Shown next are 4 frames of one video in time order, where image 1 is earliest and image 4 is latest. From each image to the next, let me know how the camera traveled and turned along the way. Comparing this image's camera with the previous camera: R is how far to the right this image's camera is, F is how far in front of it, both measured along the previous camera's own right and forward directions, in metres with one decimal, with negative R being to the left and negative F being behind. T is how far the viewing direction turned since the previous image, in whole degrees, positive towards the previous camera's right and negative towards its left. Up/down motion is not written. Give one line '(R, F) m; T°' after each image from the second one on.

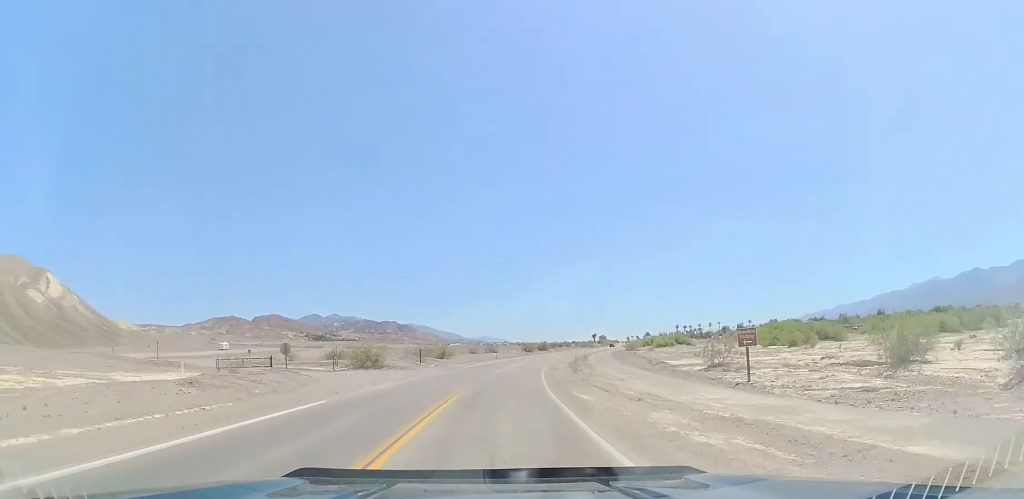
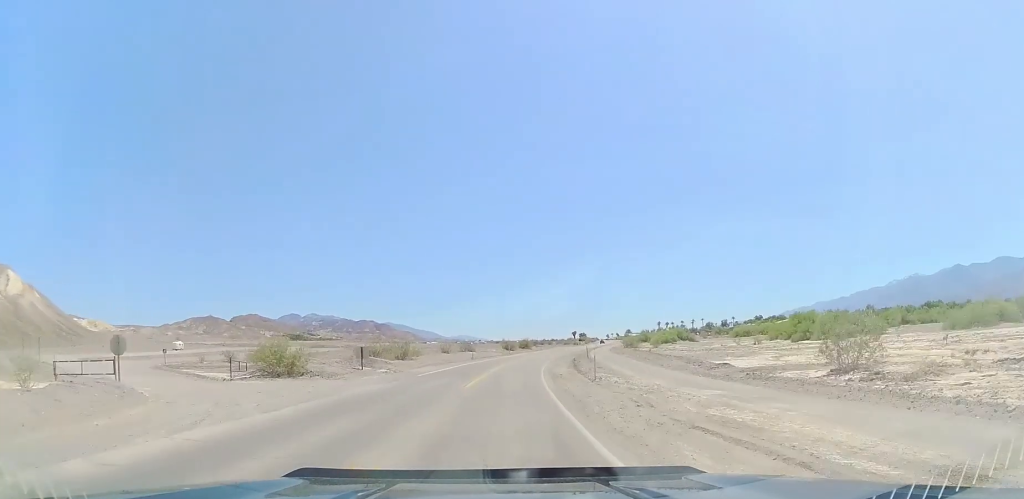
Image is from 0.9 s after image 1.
(+0.1, +15.8) m; 0°
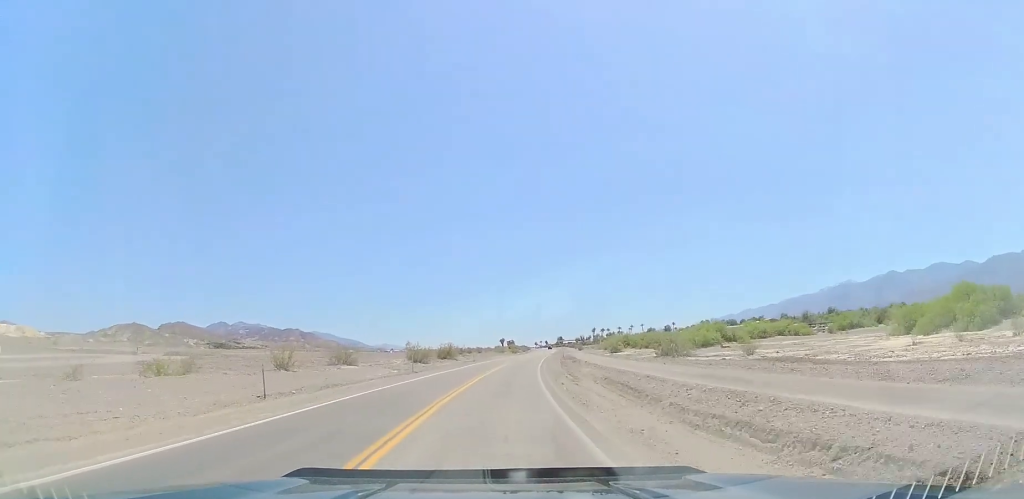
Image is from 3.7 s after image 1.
(+1.4, +50.2) m; +6°
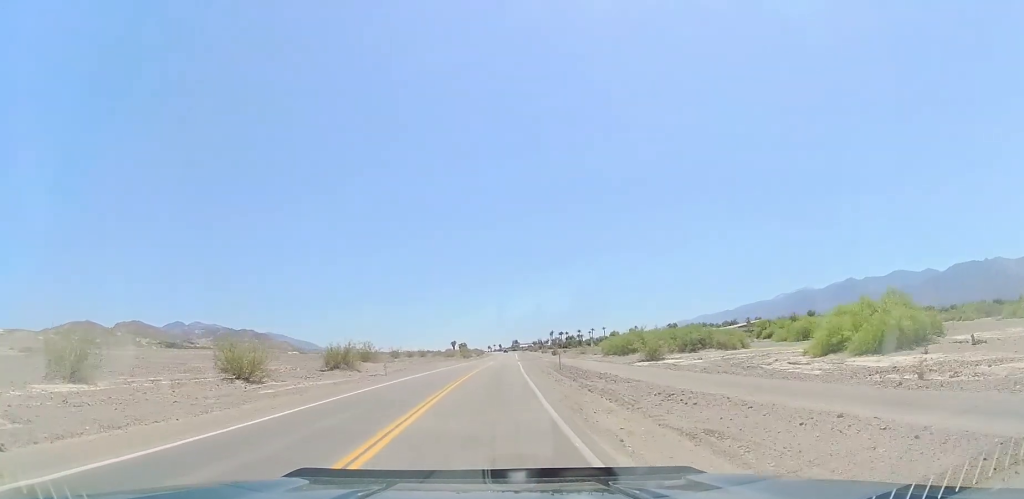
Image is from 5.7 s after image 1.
(+2.9, +38.2) m; +8°
